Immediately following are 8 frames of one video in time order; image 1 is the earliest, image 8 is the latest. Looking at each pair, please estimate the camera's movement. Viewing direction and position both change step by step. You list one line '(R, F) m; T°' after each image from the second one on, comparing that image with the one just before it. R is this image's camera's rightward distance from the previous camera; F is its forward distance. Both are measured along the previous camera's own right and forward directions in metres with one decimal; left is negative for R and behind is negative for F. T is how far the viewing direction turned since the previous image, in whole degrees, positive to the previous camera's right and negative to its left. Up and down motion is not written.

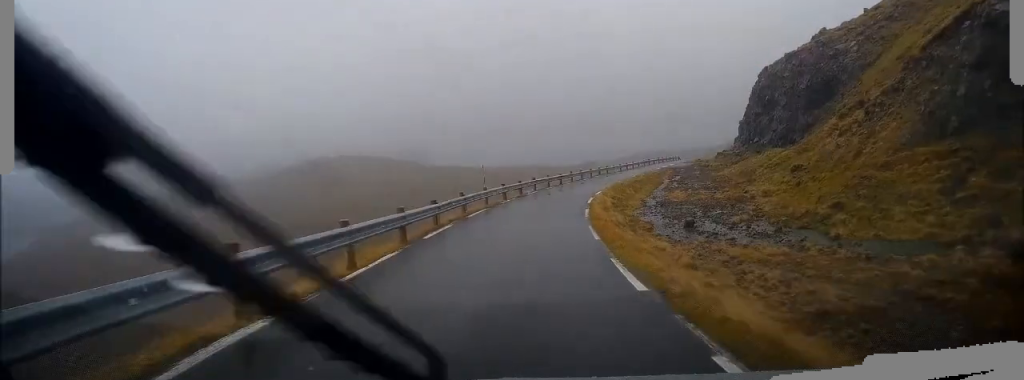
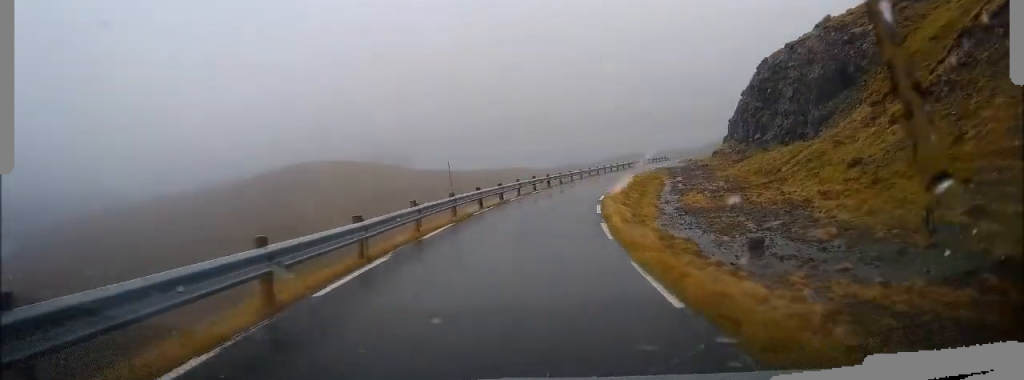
(+0.3, +7.2) m; +2°
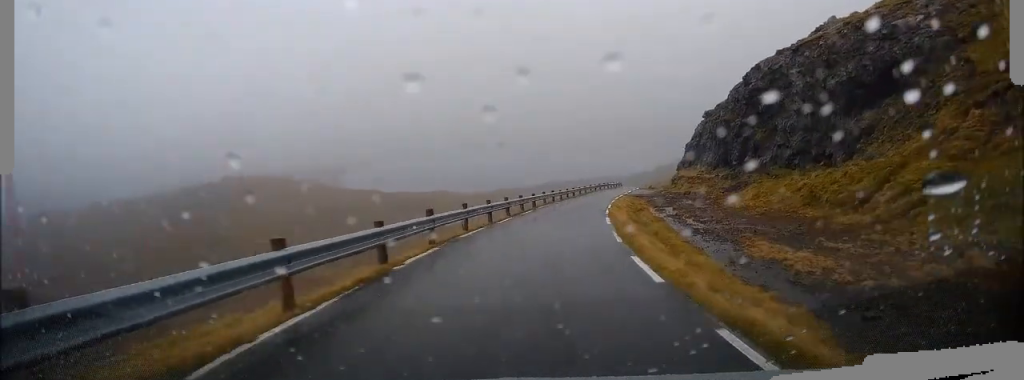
(+0.4, +15.4) m; +5°
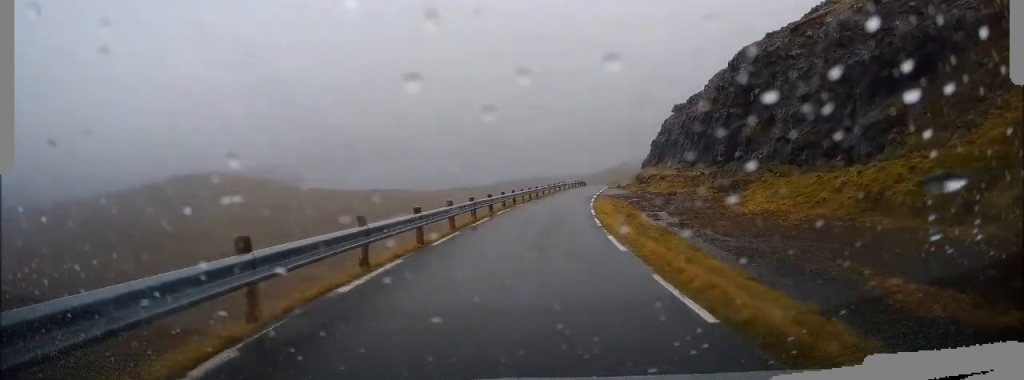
(+0.3, +8.6) m; +4°
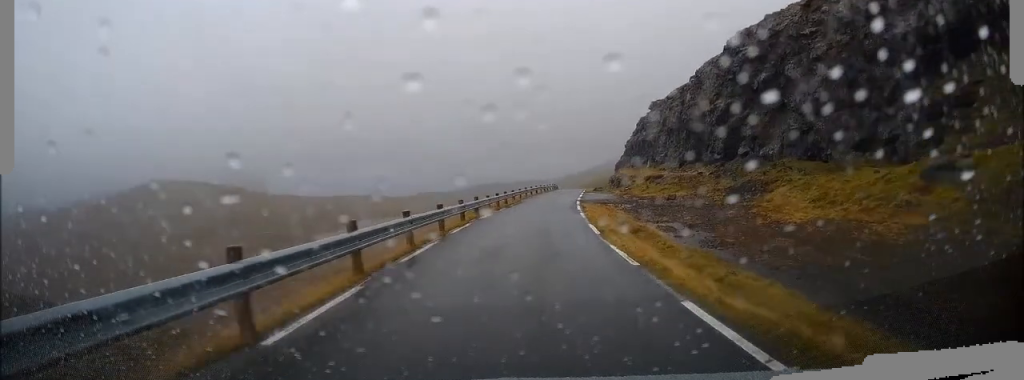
(+0.2, +8.3) m; +3°
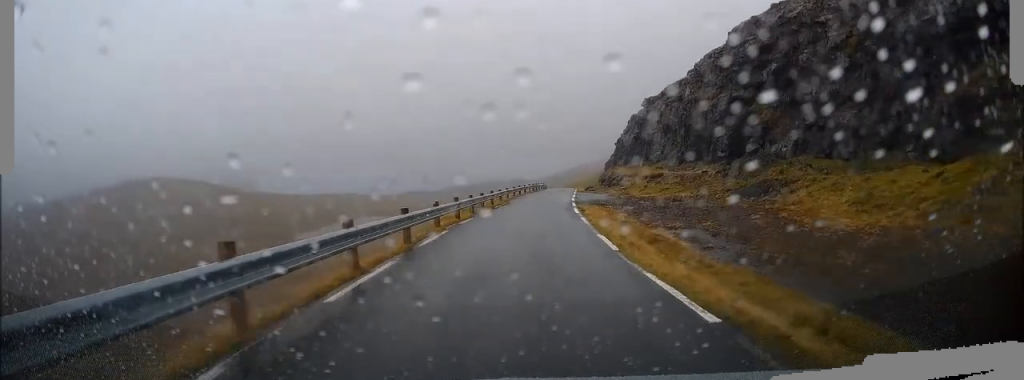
(+0.1, +4.1) m; +2°
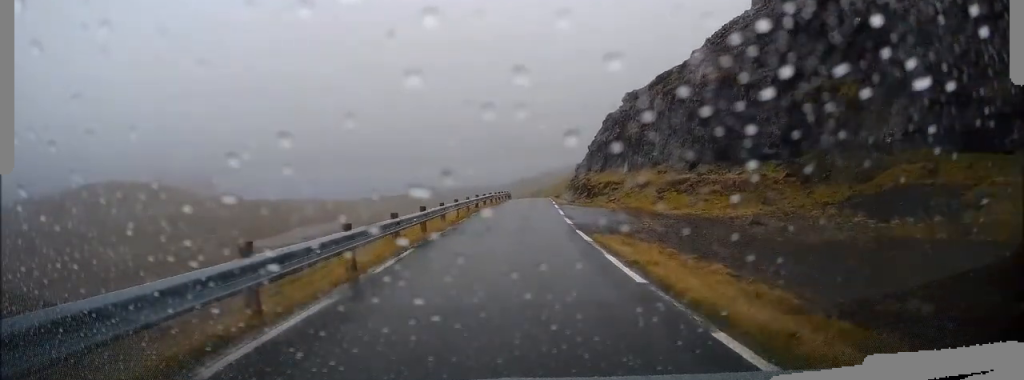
(+0.8, +15.5) m; +6°
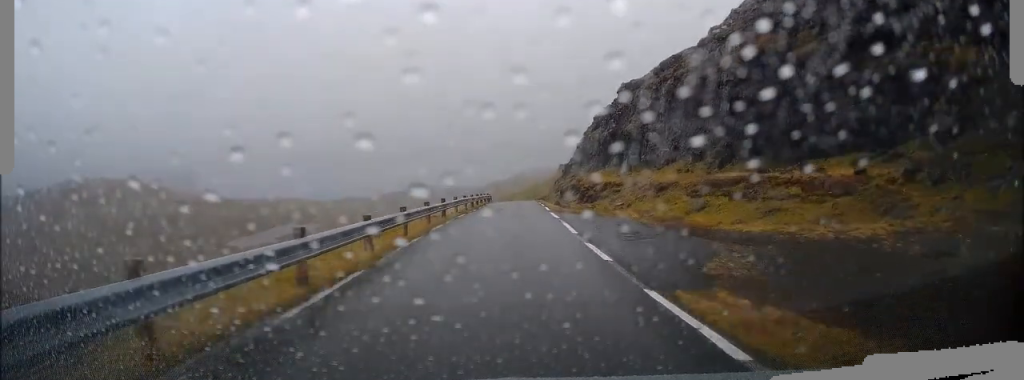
(+0.3, +9.9) m; +4°
